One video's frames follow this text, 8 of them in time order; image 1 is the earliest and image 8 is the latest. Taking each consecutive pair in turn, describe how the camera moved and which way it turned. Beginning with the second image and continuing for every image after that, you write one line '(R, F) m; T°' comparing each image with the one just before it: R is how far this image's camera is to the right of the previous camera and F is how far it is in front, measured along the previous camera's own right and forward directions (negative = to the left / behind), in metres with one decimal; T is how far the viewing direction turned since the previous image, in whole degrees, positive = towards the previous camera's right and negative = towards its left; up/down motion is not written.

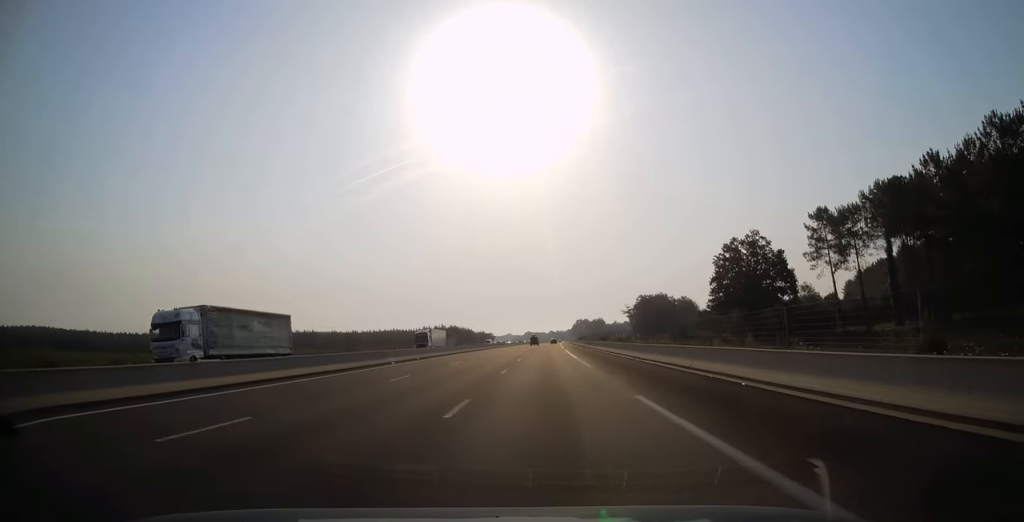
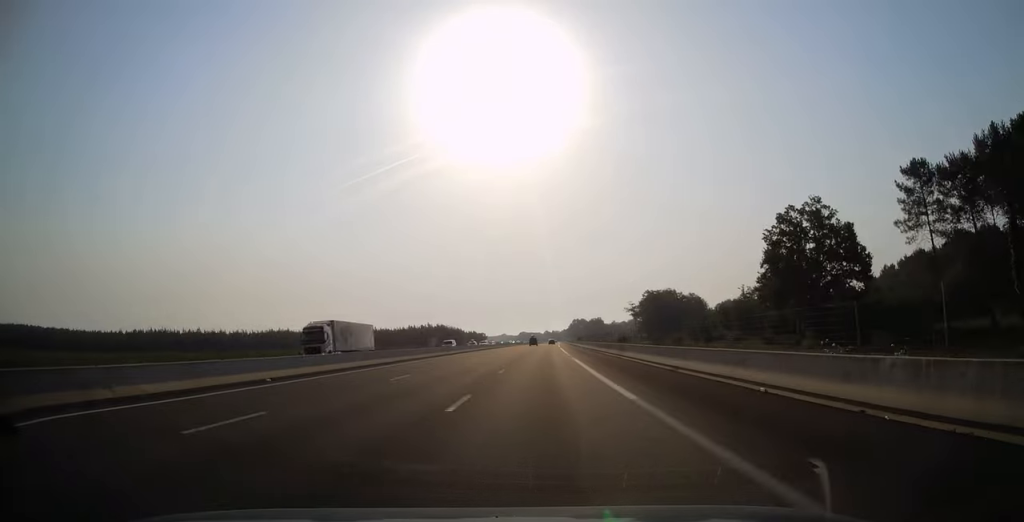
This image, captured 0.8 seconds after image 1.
(+0.3, +25.1) m; +1°
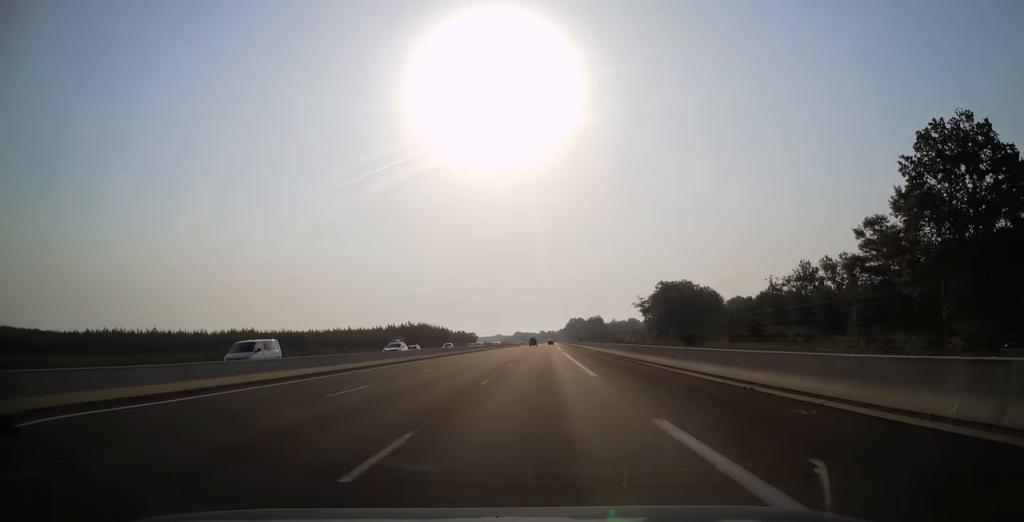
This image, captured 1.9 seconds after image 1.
(0.0, +32.1) m; 0°
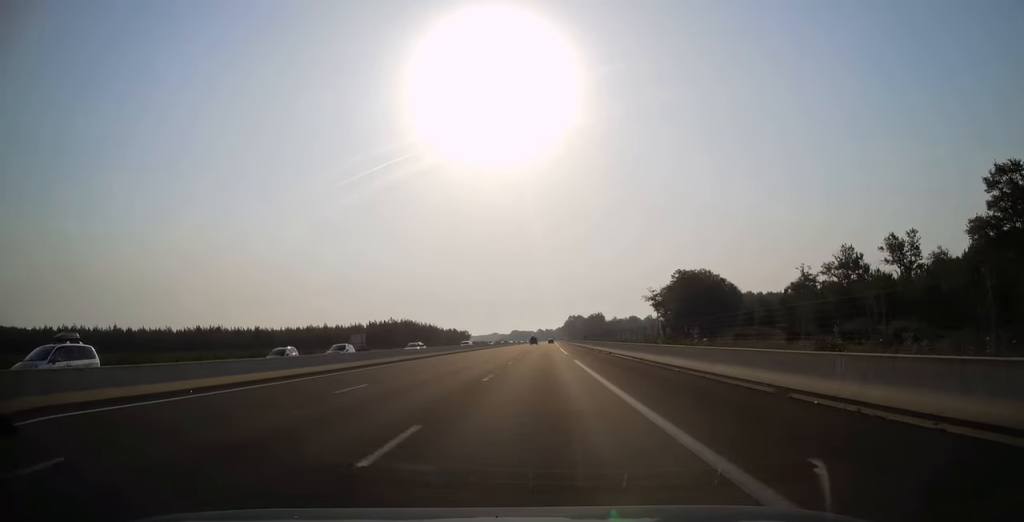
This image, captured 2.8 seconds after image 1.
(0.0, +25.7) m; +1°
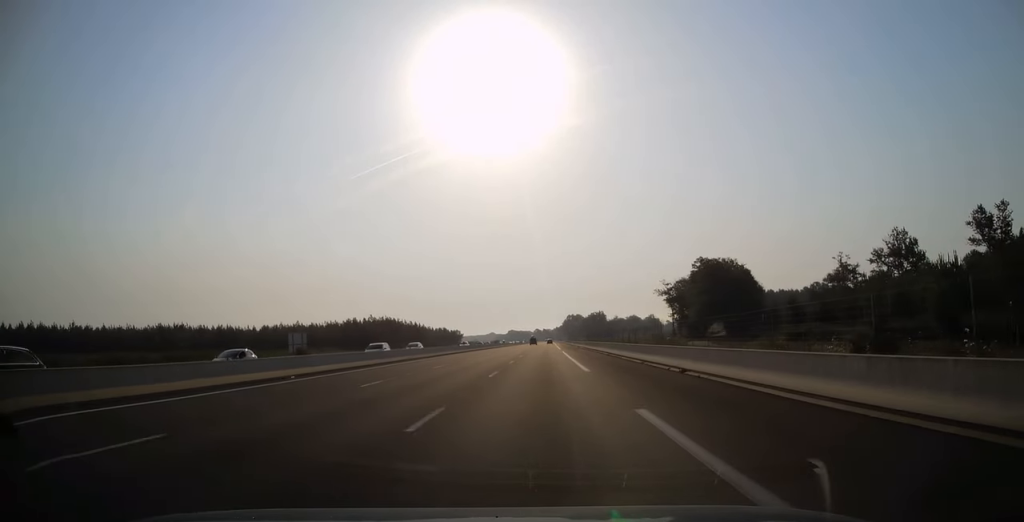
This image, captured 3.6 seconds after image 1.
(+0.4, +23.7) m; 0°
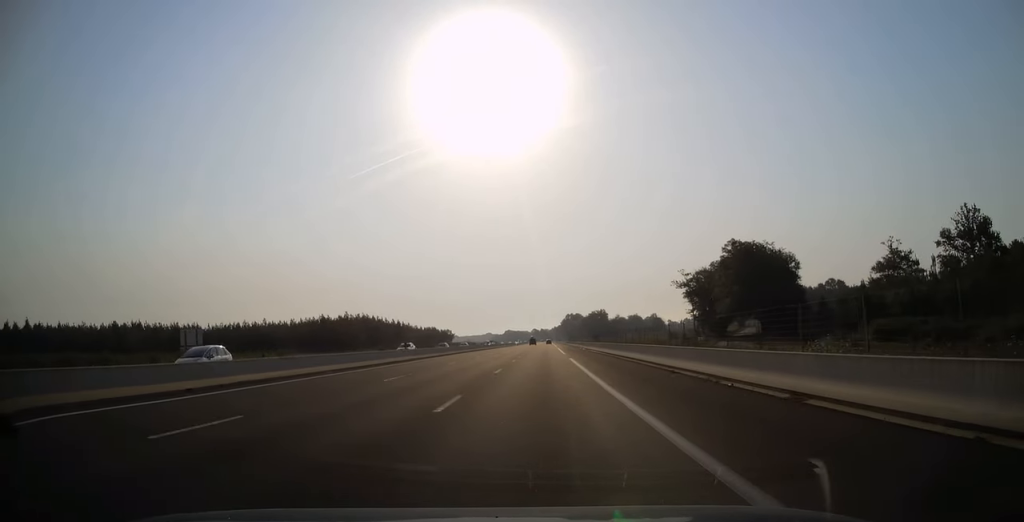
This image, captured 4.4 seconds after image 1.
(-0.3, +23.7) m; 0°
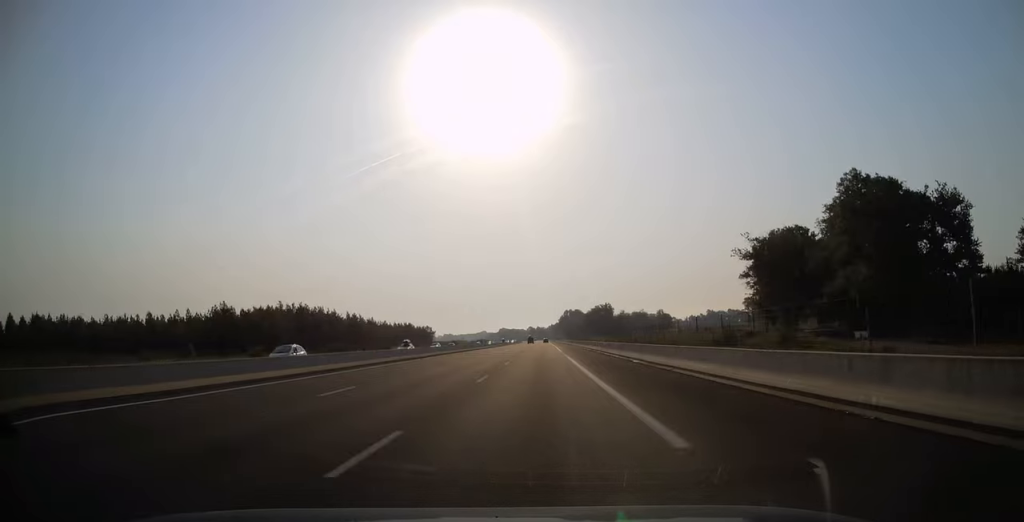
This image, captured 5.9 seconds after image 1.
(+0.4, +44.9) m; +1°
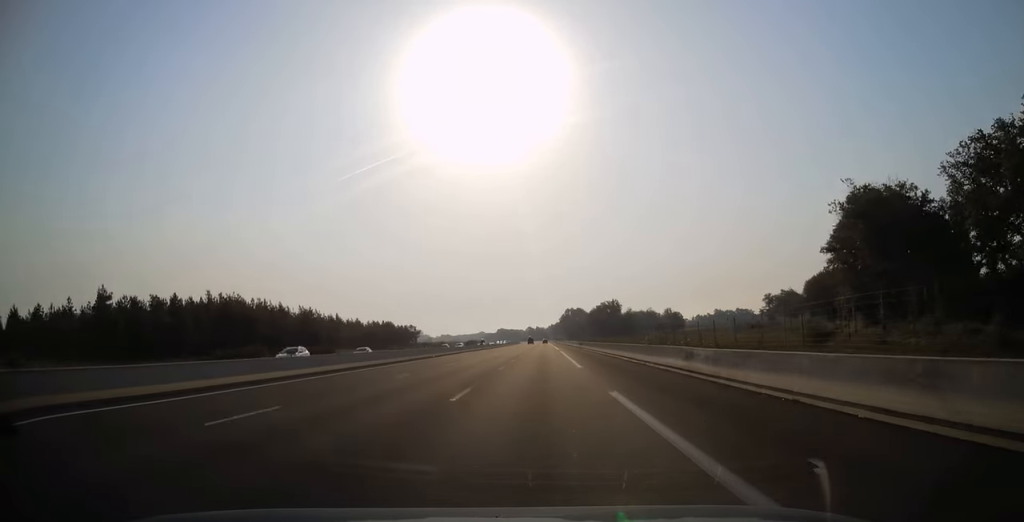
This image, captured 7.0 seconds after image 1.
(0.0, +31.6) m; 0°
